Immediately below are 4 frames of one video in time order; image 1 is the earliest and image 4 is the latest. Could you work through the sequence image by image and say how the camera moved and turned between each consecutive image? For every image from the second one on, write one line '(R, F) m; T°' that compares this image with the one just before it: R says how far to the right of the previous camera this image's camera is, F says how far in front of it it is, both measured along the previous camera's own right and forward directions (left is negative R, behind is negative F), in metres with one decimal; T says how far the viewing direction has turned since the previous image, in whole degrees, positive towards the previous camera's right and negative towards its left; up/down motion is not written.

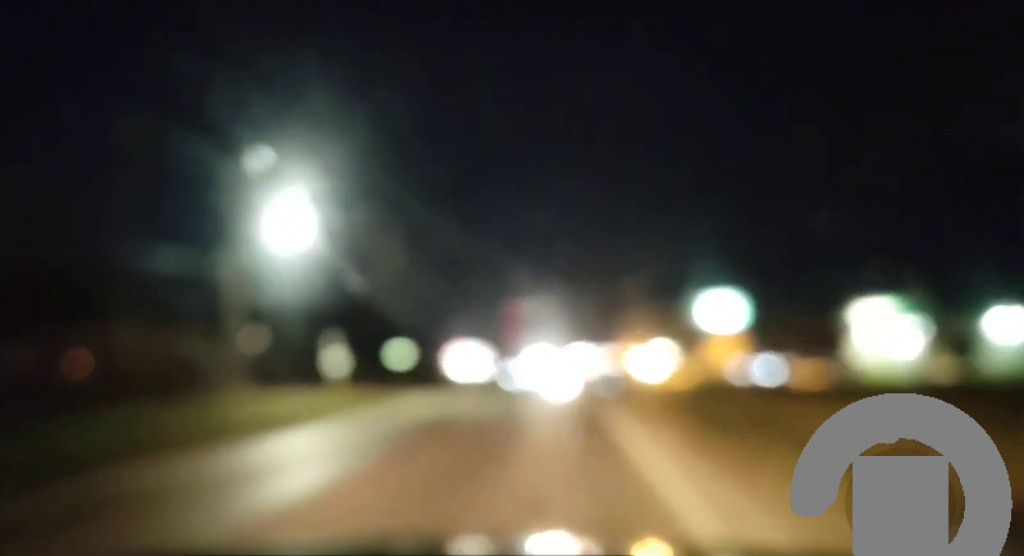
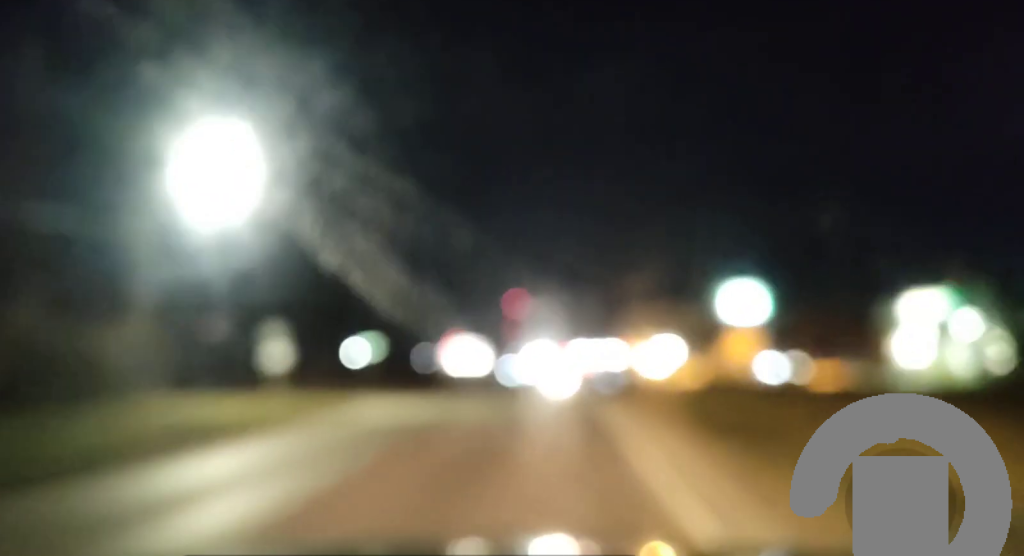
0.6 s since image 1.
(0.0, +9.8) m; 0°
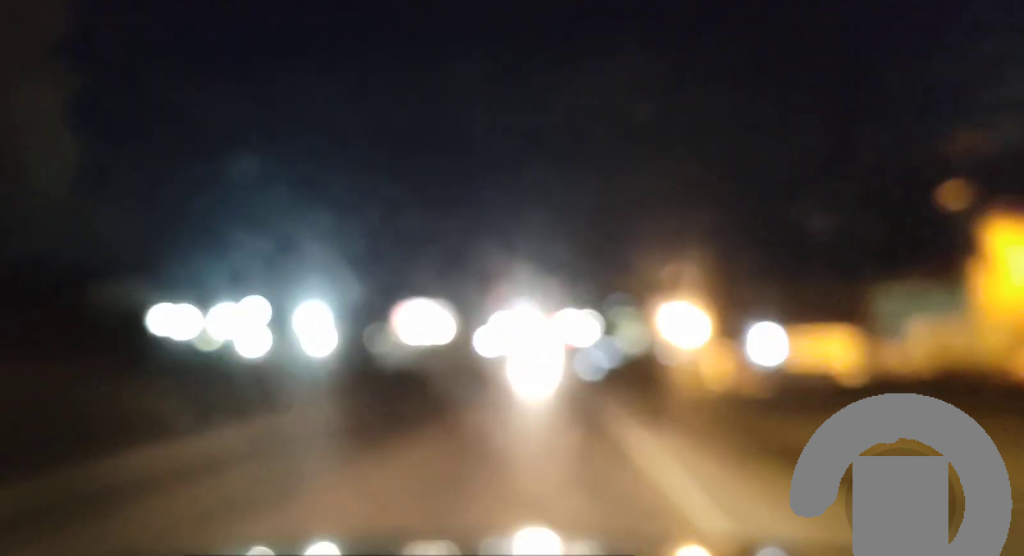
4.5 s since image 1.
(+0.3, +61.9) m; +1°
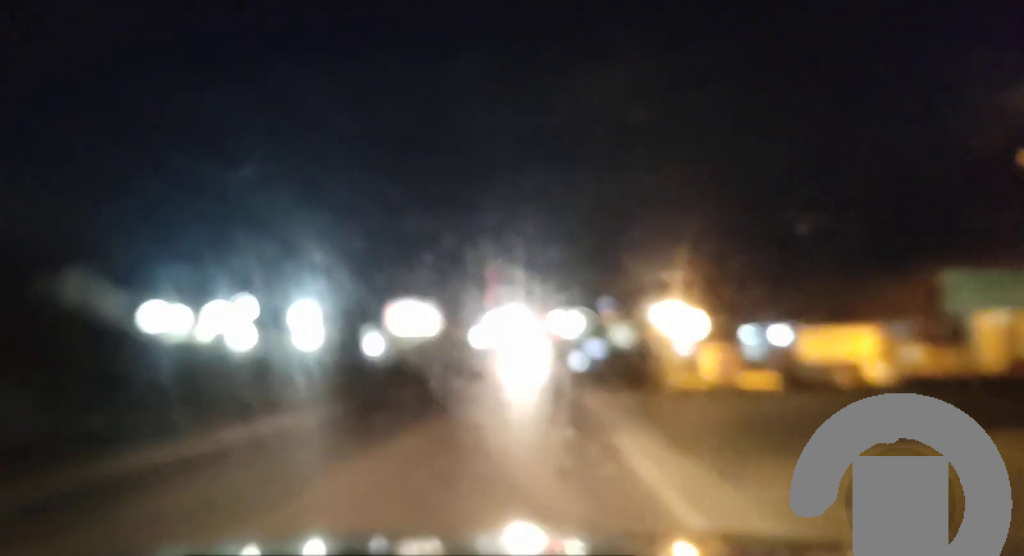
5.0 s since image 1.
(0.0, +7.6) m; 0°
